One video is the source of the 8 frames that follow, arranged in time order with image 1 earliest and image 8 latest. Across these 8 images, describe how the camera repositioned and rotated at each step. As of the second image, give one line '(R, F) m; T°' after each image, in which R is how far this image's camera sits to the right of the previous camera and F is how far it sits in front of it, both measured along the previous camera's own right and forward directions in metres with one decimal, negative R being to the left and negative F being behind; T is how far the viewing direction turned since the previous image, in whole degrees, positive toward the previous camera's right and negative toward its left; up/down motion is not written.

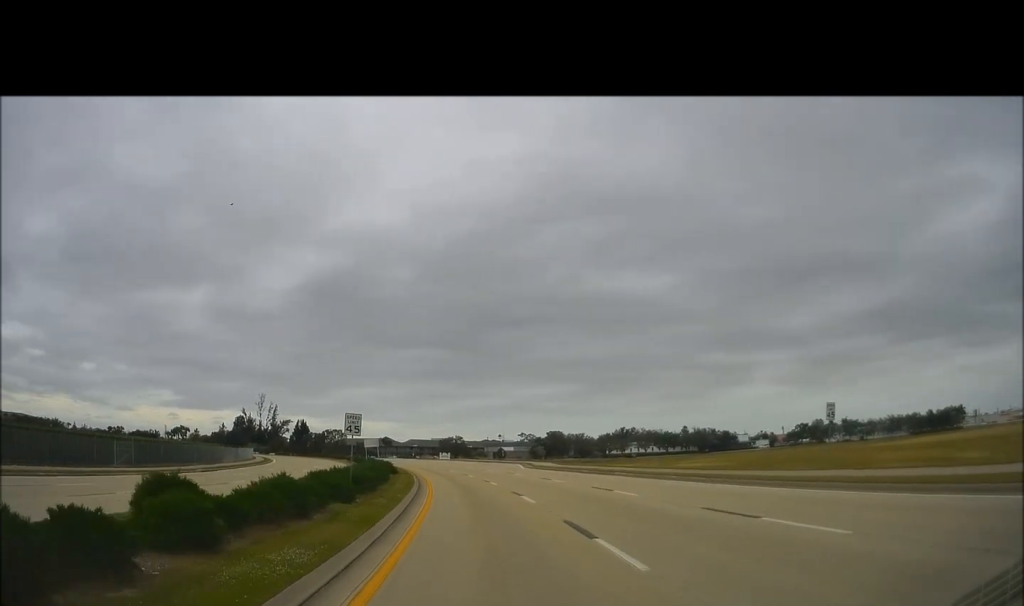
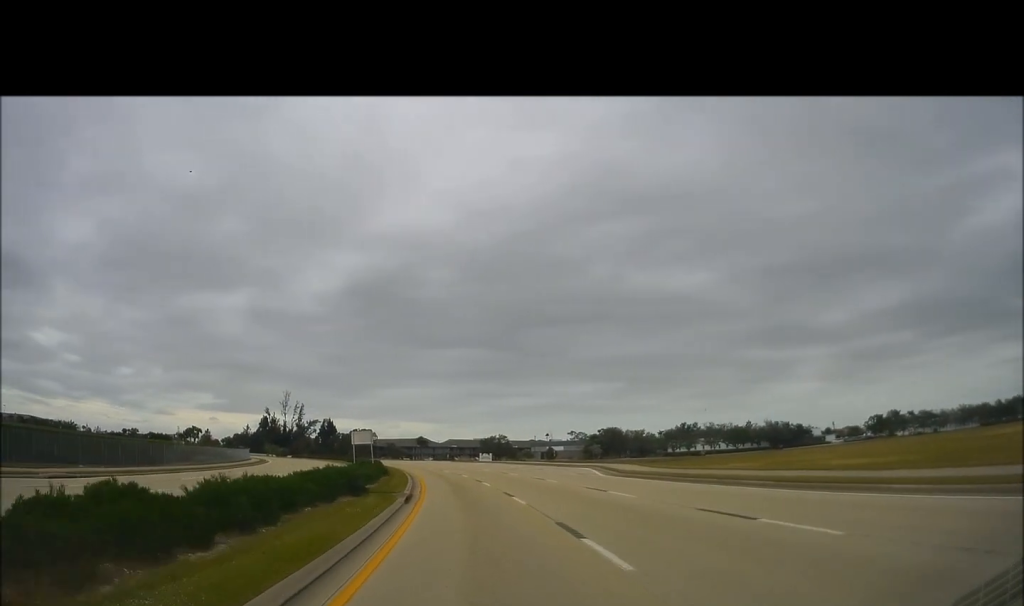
(-1.0, +23.9) m; -6°
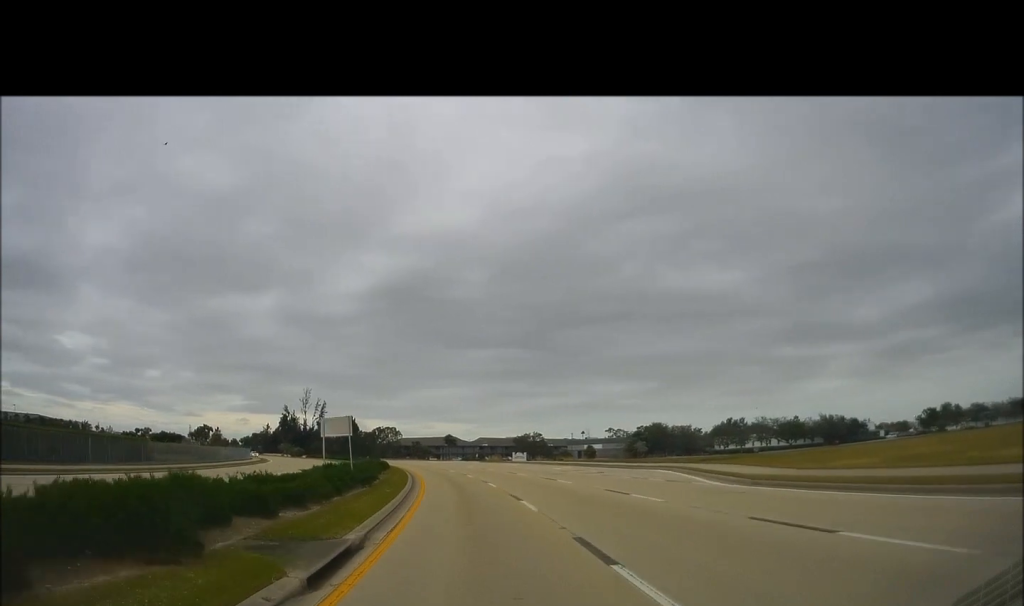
(-0.6, +14.9) m; -2°
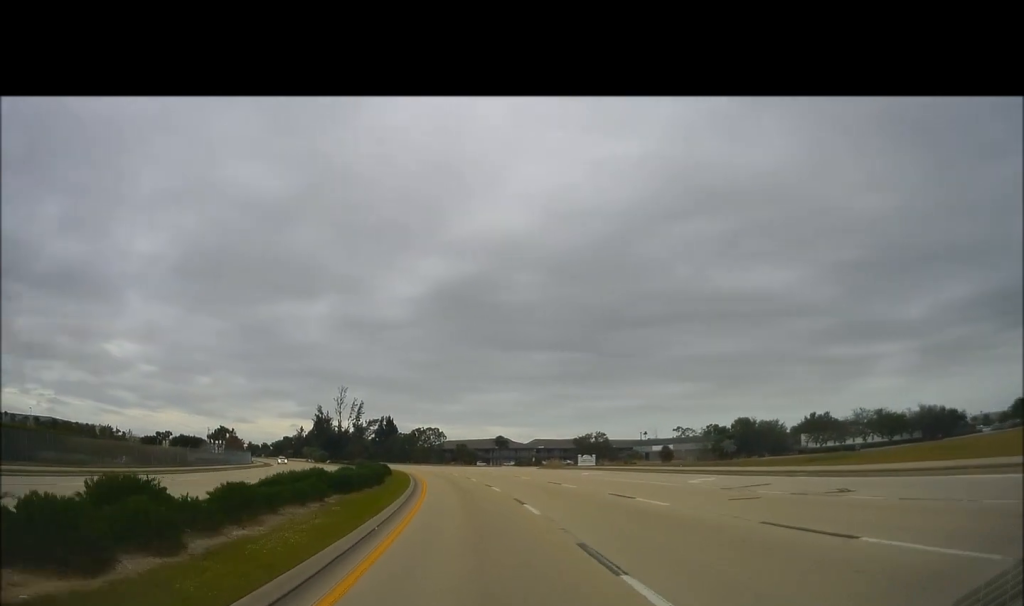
(-0.9, +24.3) m; -5°
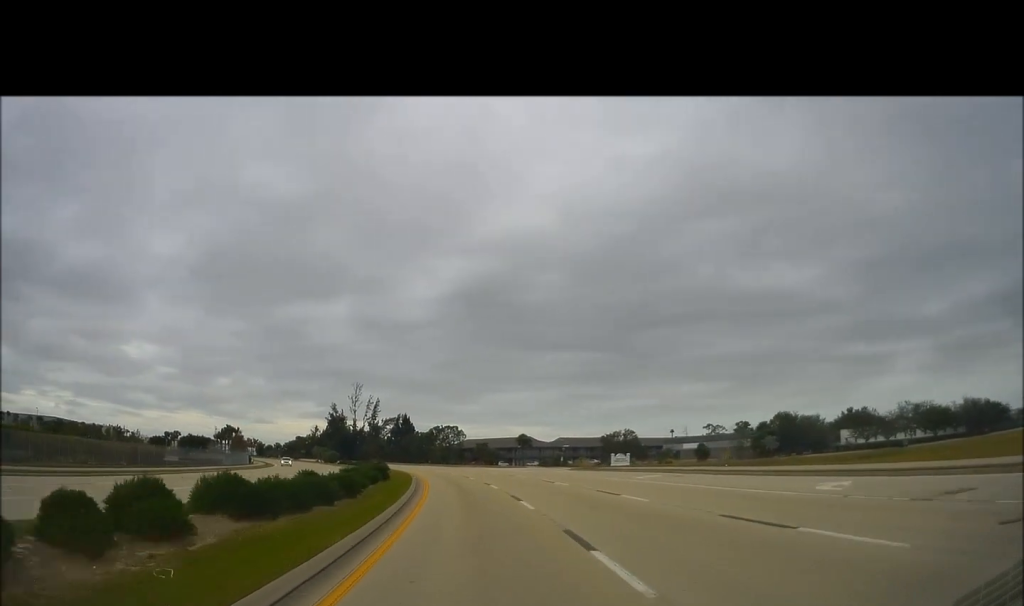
(-0.4, +10.0) m; -2°
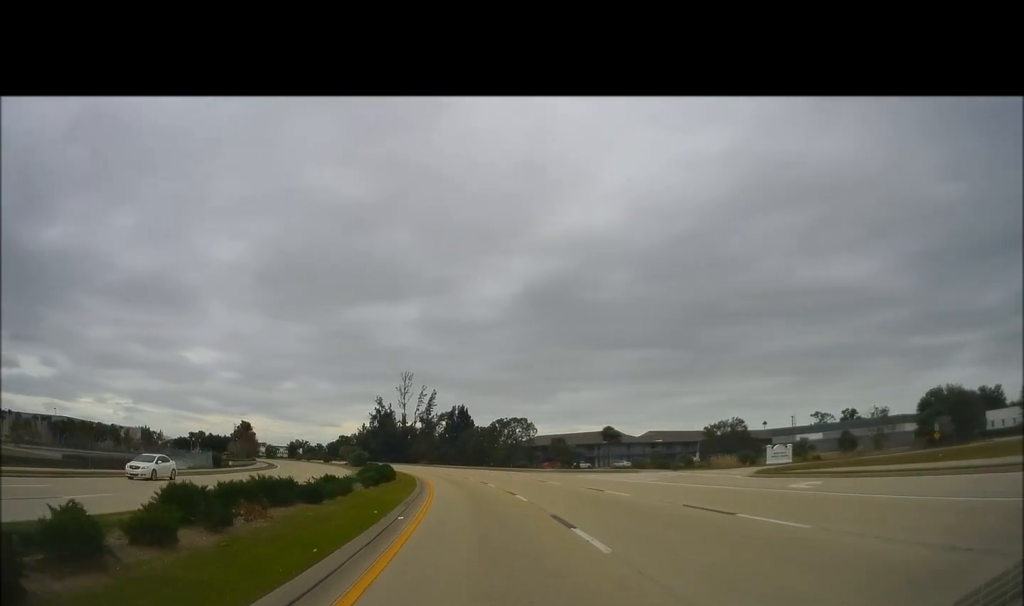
(-2.0, +34.1) m; -8°
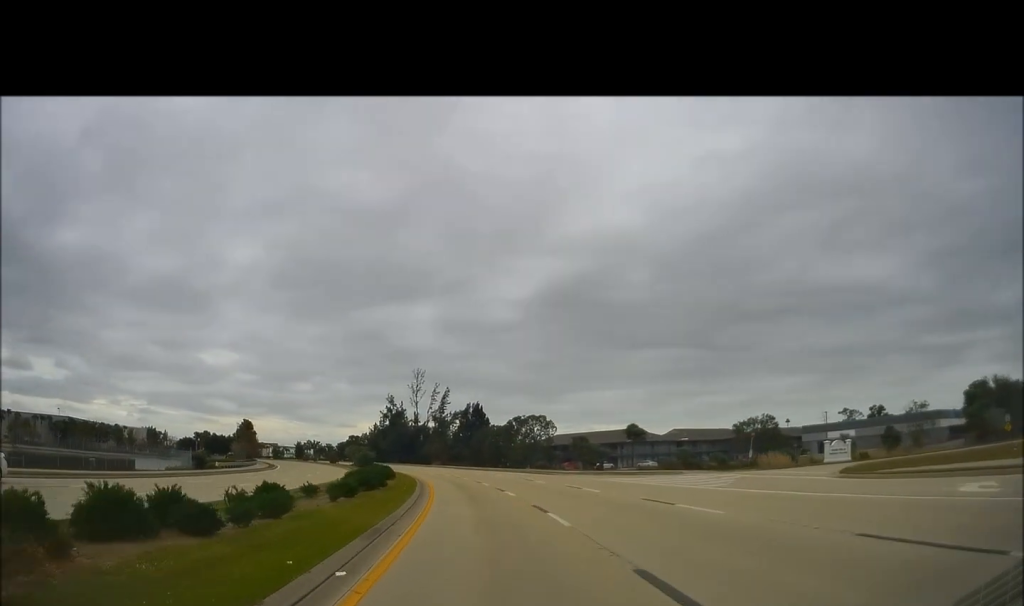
(-0.2, +8.3) m; -2°
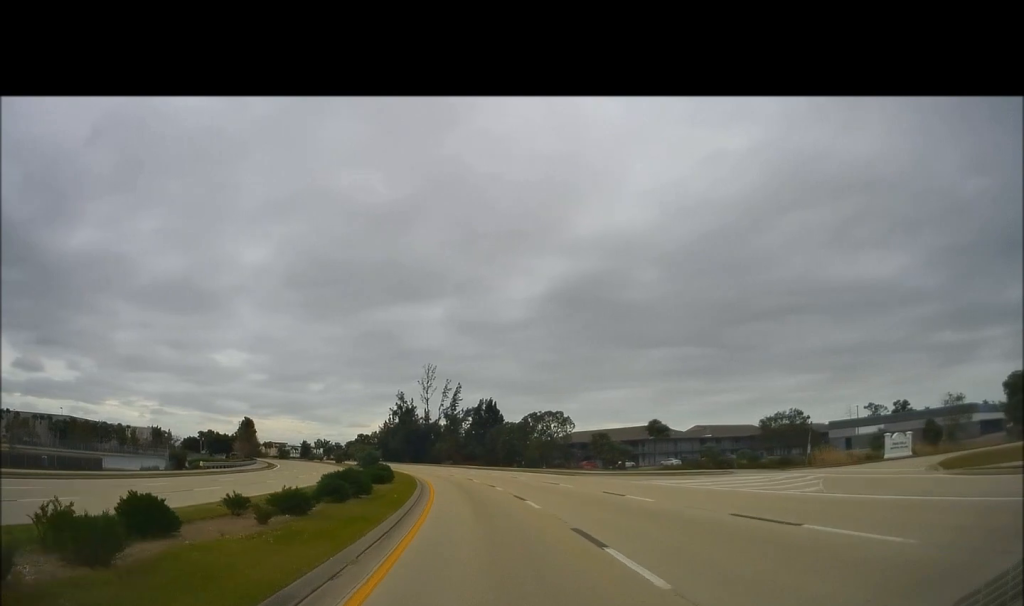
(0.0, +7.0) m; -1°
